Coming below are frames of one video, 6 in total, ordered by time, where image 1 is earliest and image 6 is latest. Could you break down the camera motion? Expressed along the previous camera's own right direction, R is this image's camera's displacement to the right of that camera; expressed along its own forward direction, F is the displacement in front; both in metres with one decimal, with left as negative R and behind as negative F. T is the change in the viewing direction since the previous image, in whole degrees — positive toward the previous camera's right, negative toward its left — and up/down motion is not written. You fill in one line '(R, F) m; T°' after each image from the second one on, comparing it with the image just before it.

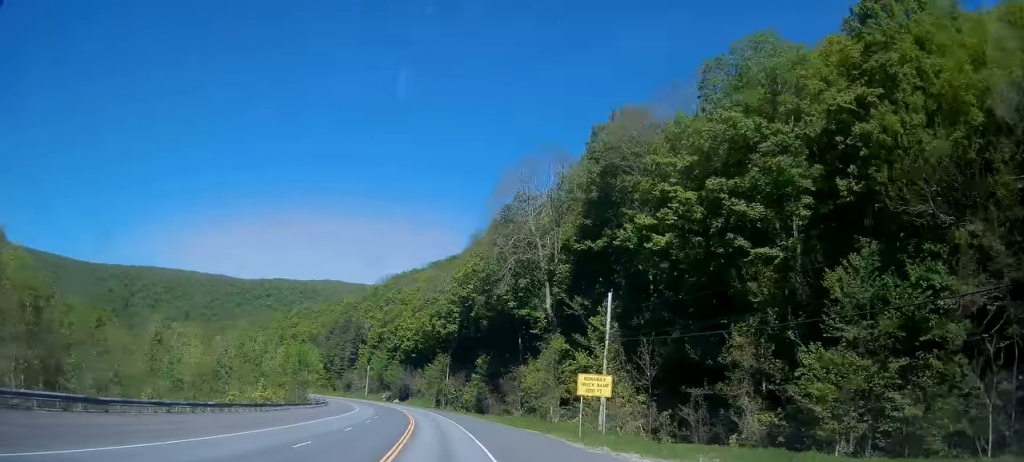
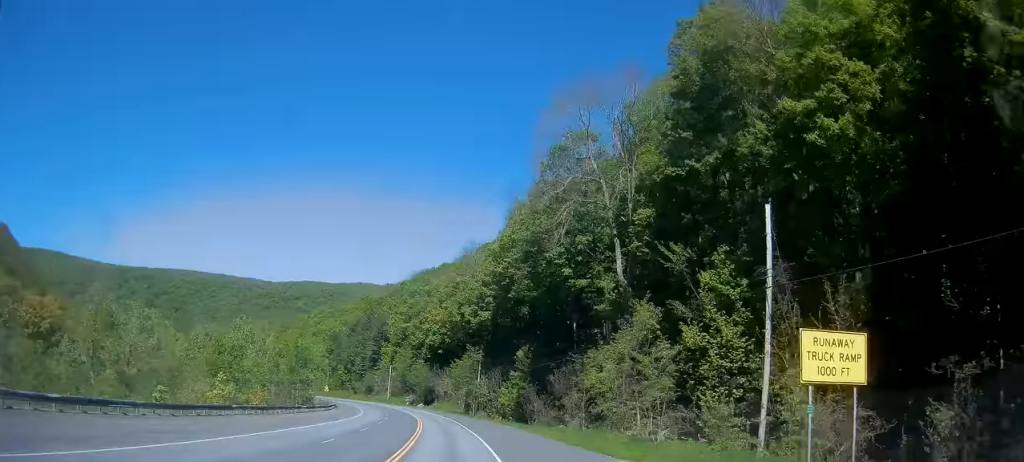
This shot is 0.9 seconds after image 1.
(-0.8, +20.7) m; -4°
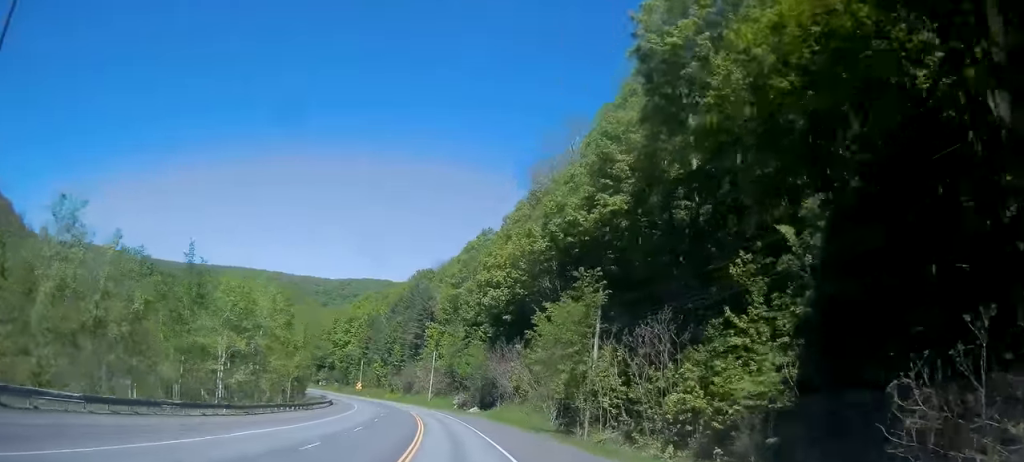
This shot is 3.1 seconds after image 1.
(-2.8, +52.0) m; -6°
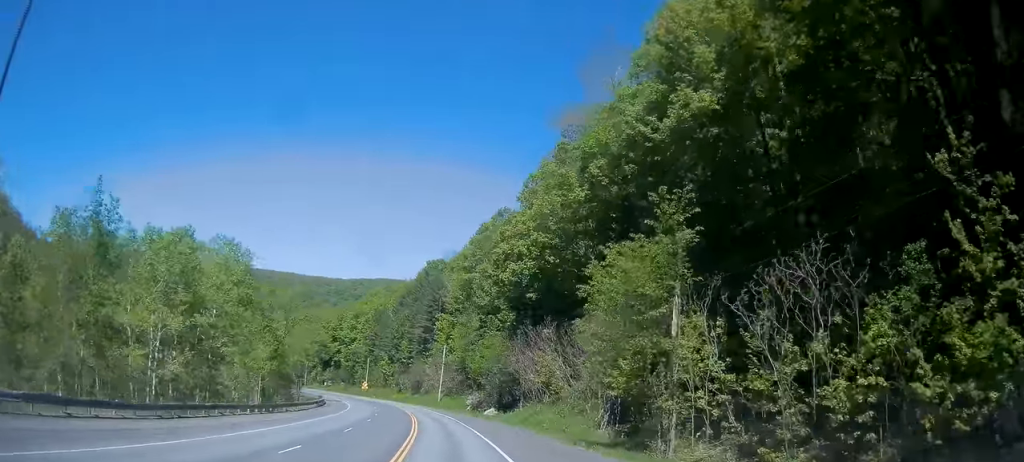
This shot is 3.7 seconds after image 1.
(-0.3, +14.0) m; -2°
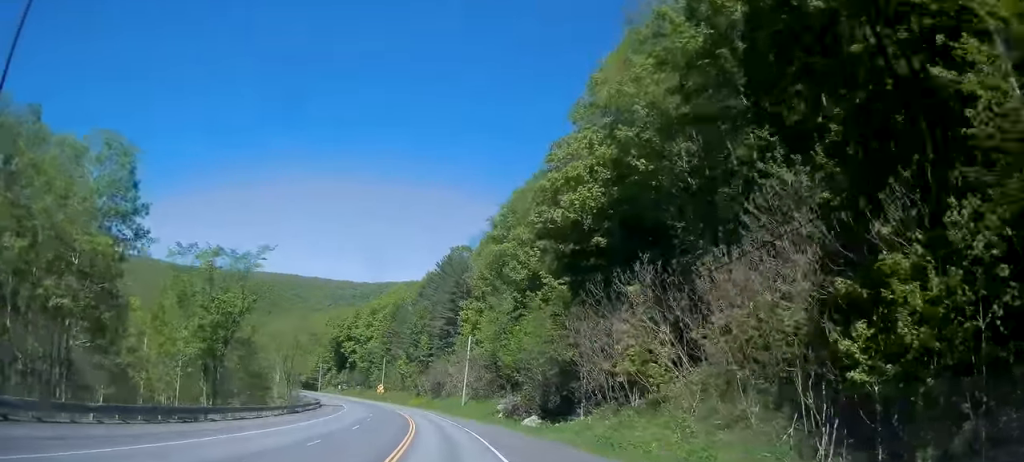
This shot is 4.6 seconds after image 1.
(-0.2, +20.9) m; -3°
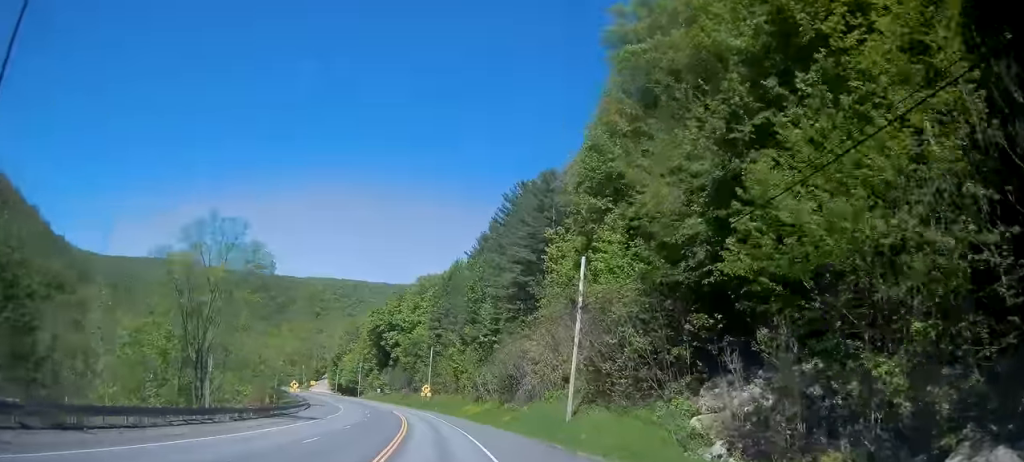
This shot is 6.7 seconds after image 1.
(-3.0, +47.0) m; -7°
